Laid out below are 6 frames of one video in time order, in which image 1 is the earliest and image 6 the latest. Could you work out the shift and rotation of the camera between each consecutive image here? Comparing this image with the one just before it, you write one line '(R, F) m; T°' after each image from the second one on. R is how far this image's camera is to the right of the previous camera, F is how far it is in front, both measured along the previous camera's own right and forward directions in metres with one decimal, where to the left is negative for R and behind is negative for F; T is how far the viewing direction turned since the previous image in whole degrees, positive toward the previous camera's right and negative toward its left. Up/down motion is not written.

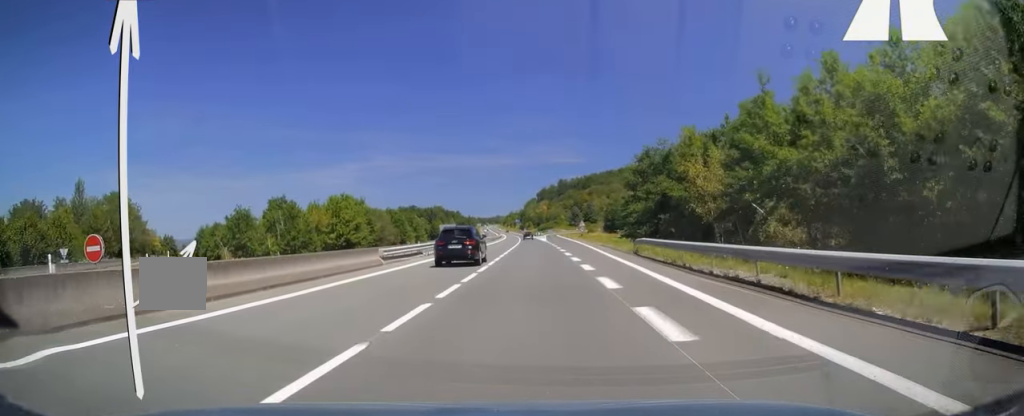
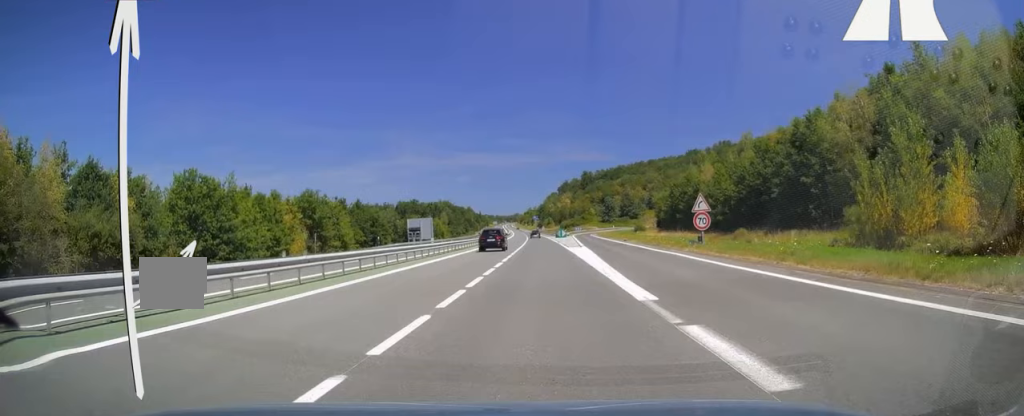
(-1.0, +73.4) m; -2°
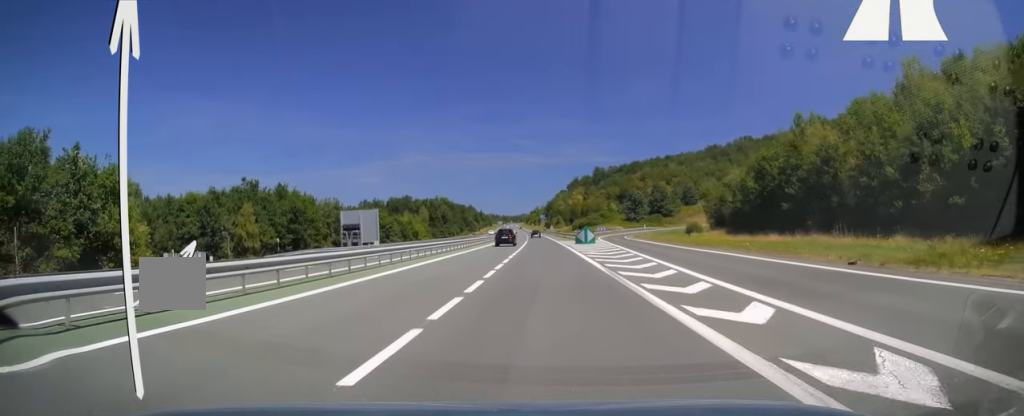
(-0.5, +47.8) m; -1°
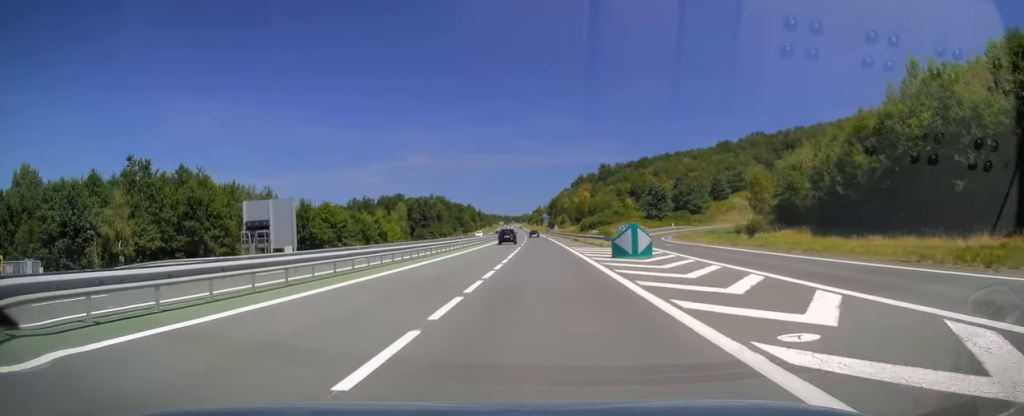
(-0.1, +29.6) m; 0°
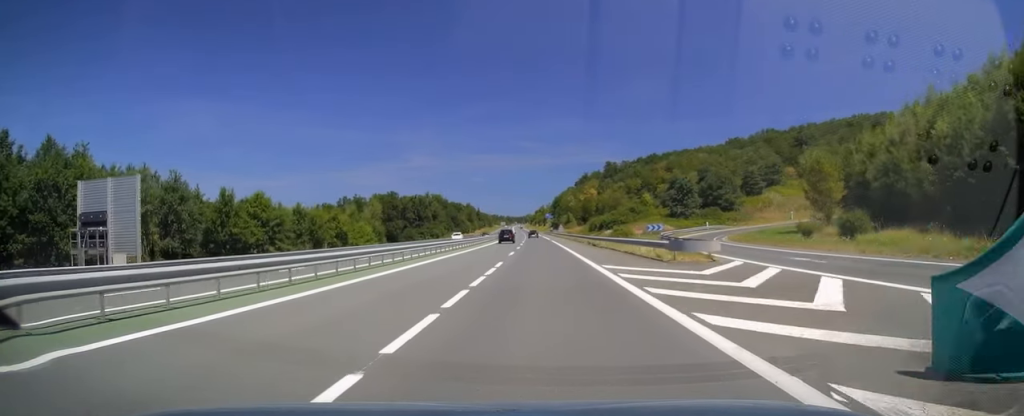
(0.0, +23.6) m; 0°
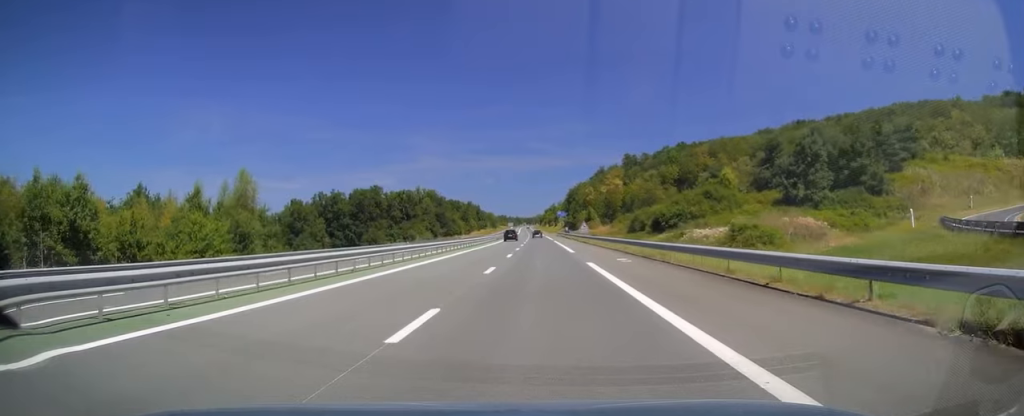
(-0.5, +54.1) m; -1°
